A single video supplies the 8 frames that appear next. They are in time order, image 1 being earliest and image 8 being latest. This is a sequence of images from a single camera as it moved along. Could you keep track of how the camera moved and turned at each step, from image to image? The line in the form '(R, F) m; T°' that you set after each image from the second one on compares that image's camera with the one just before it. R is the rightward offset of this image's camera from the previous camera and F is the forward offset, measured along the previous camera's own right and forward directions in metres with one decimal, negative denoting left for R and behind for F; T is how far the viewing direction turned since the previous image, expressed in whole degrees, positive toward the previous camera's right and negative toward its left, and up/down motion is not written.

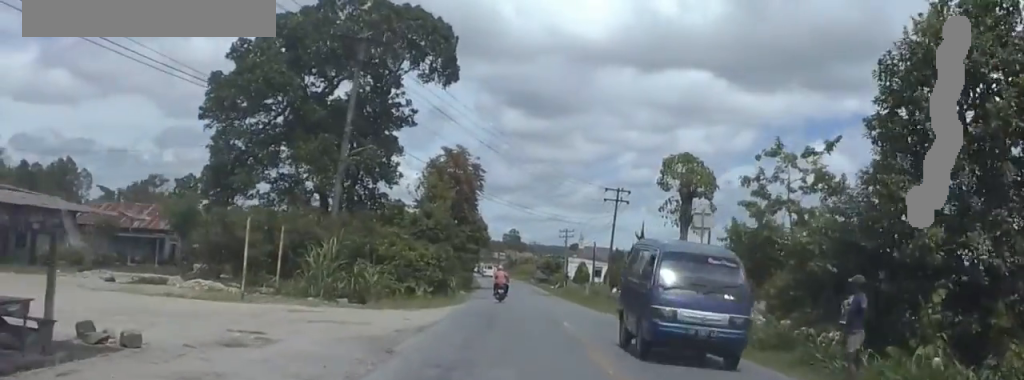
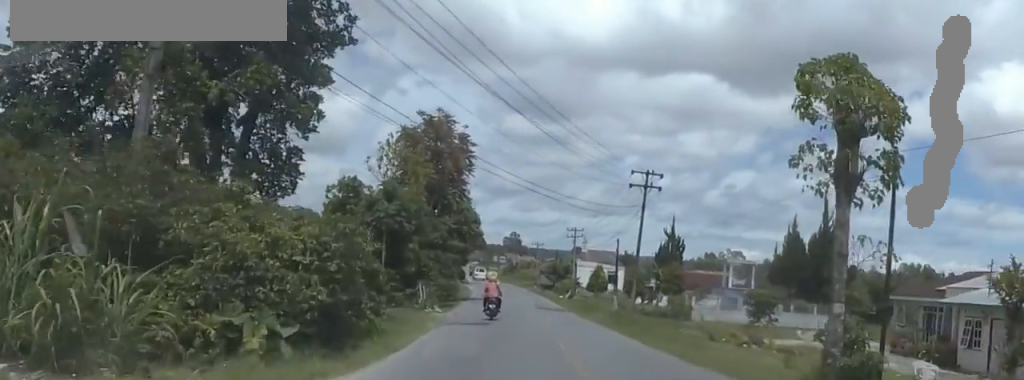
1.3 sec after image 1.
(-0.1, +19.9) m; -6°
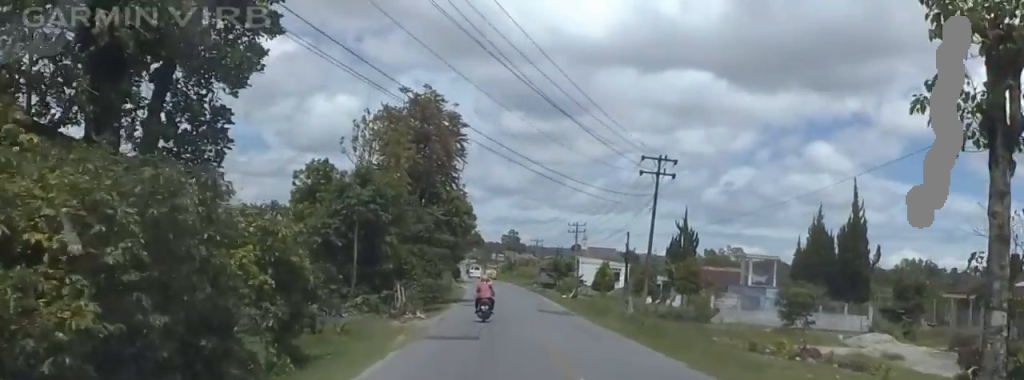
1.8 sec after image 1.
(-0.7, +7.2) m; 0°
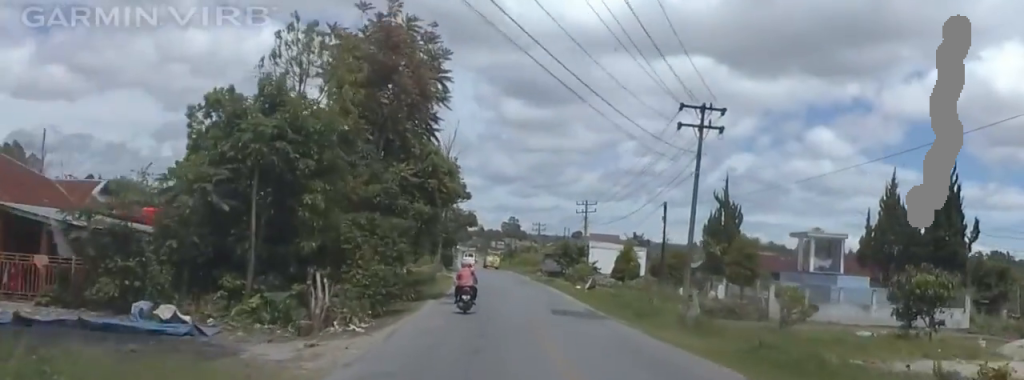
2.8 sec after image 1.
(0.0, +15.0) m; +2°
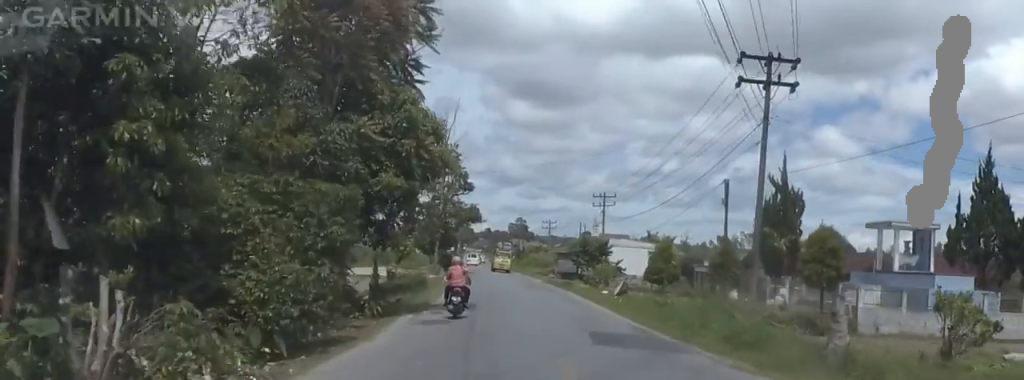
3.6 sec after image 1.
(+0.5, +11.8) m; +1°
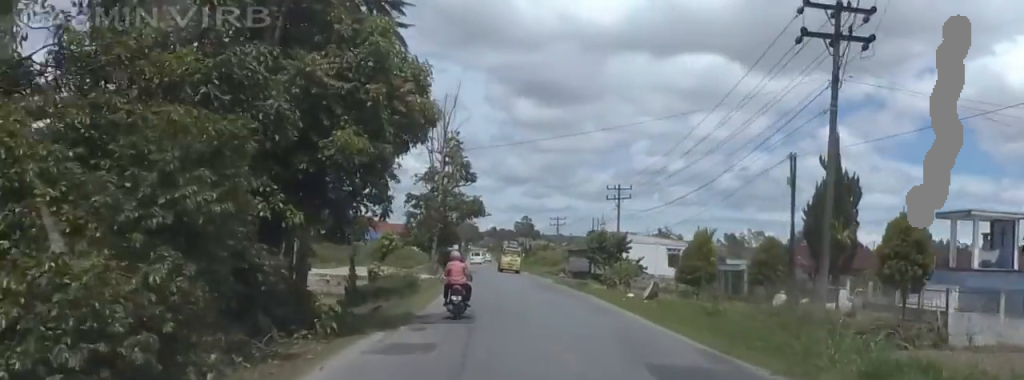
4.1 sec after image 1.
(-0.1, +7.5) m; -1°
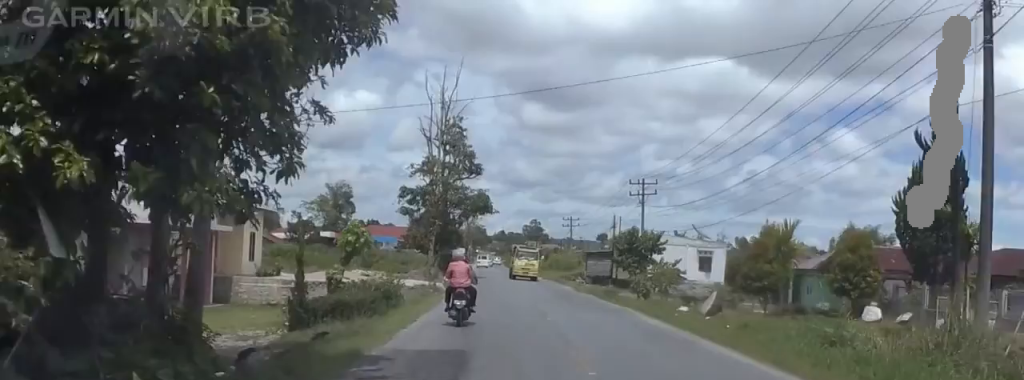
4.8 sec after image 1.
(-0.1, +9.8) m; 0°
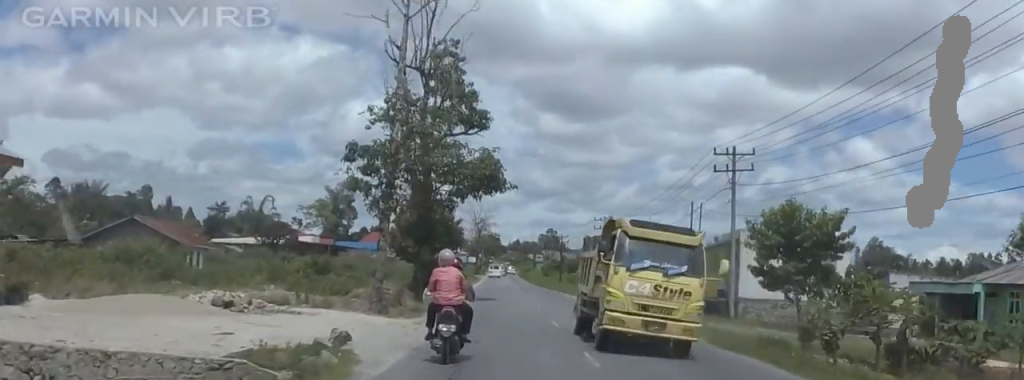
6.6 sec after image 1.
(+0.3, +26.3) m; +3°
